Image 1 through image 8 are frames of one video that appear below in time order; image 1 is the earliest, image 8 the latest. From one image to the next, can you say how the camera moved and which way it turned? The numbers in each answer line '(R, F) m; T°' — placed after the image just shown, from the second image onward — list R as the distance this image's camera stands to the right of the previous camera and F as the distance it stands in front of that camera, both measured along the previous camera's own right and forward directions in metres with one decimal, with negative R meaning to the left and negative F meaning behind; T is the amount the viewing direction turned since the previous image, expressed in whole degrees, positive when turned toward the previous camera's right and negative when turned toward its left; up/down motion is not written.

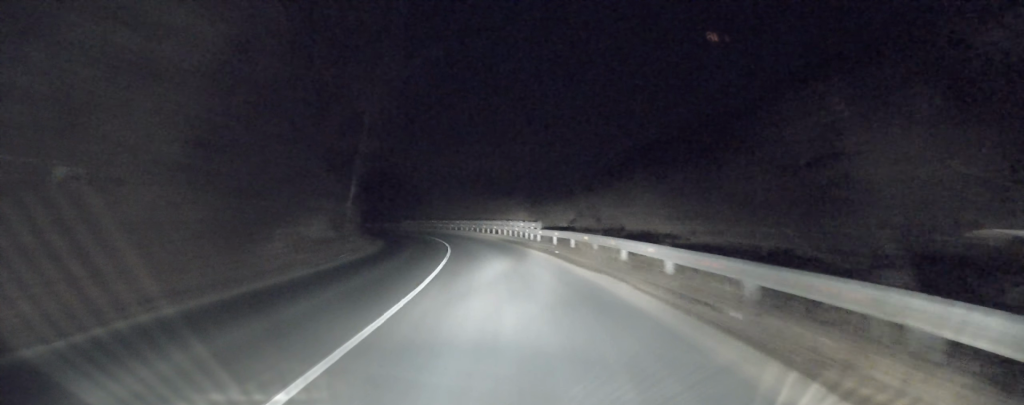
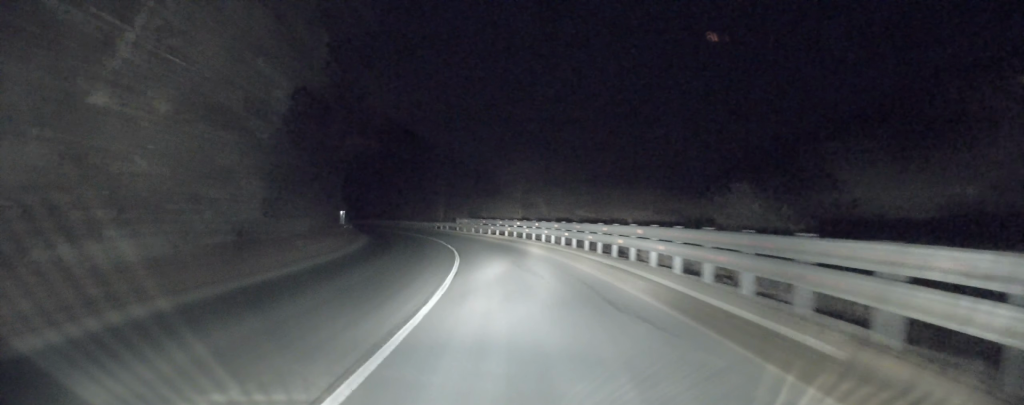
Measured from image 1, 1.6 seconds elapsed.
(-2.5, +28.7) m; -11°
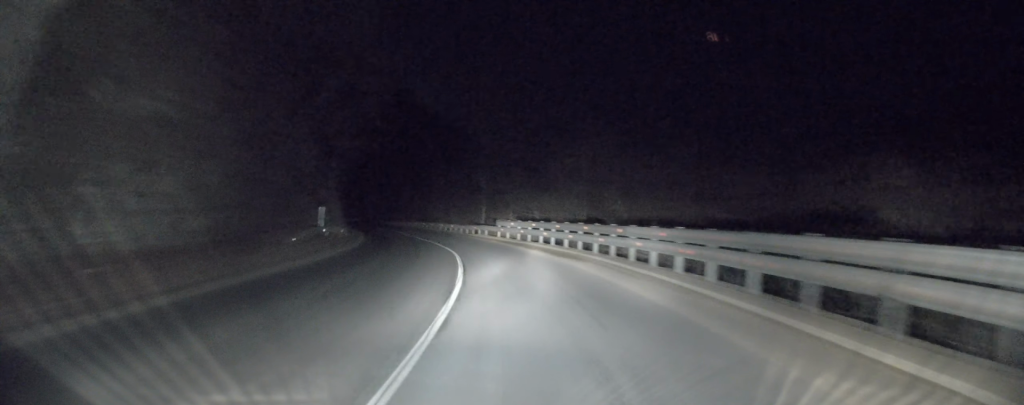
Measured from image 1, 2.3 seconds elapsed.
(-0.7, +13.2) m; -7°
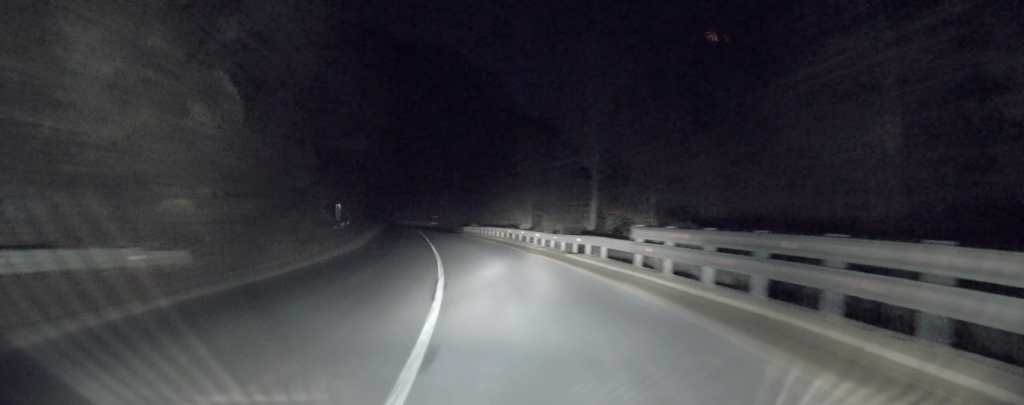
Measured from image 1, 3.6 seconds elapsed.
(-2.4, +22.4) m; -9°
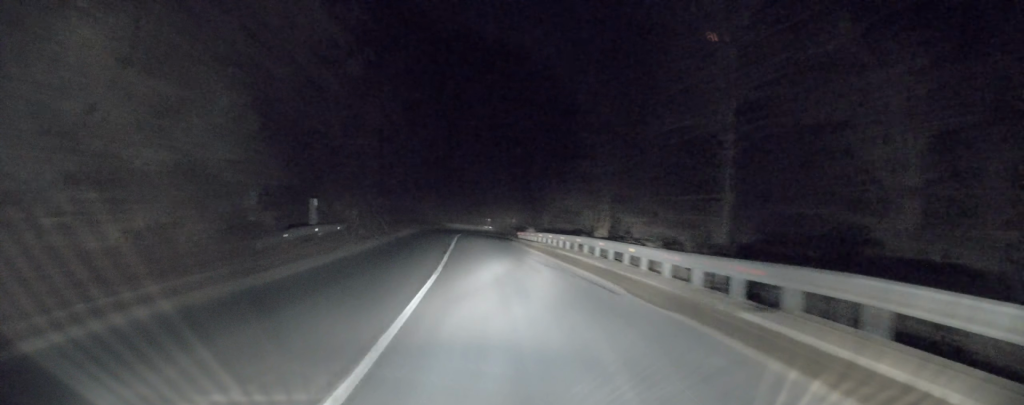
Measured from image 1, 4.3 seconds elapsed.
(-0.1, +12.9) m; -2°
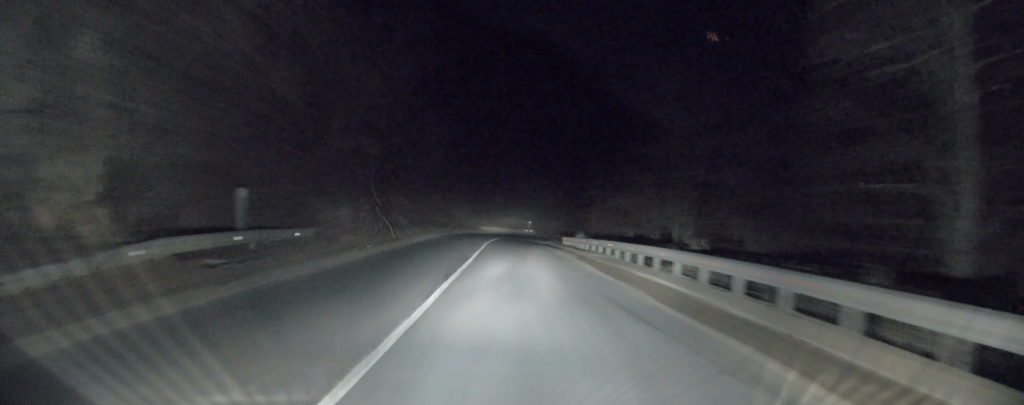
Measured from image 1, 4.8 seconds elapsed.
(+0.1, +9.1) m; -1°
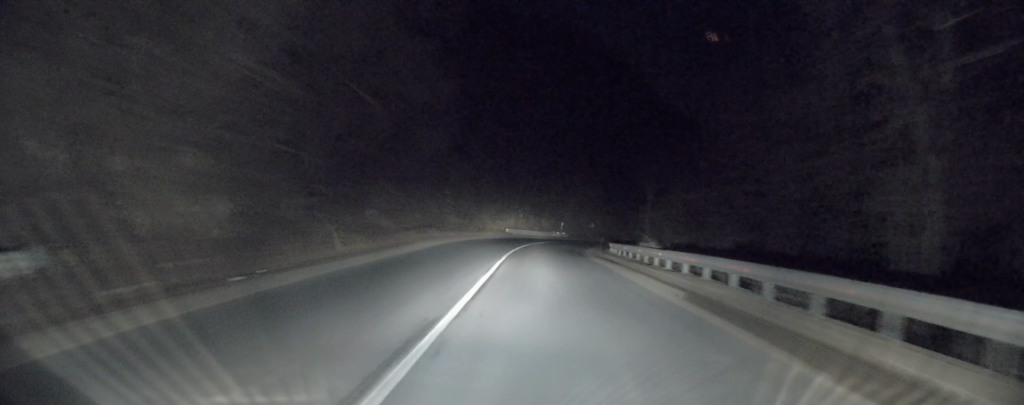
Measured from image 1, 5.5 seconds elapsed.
(-0.5, +12.6) m; -2°
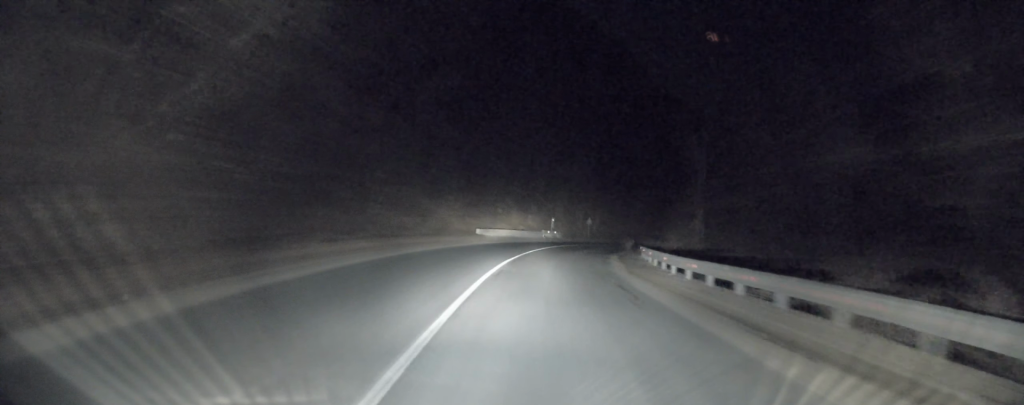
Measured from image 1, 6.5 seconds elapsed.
(-0.3, +17.8) m; 0°
